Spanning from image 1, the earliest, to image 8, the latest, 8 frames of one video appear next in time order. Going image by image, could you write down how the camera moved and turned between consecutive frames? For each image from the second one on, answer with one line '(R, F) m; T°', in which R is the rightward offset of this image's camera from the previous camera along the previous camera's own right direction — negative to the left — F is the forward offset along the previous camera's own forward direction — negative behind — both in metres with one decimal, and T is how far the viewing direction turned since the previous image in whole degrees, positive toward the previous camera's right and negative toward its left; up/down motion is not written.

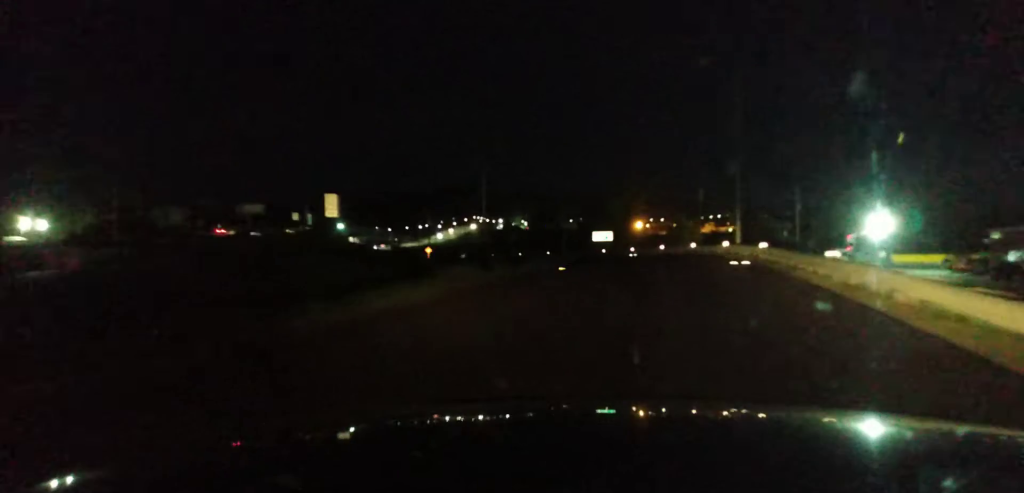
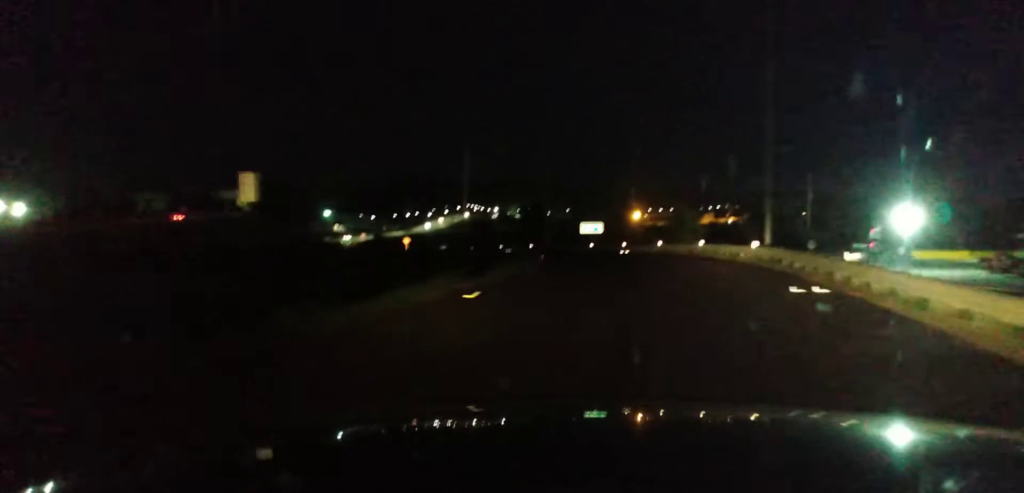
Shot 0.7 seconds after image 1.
(+0.2, +15.5) m; +1°
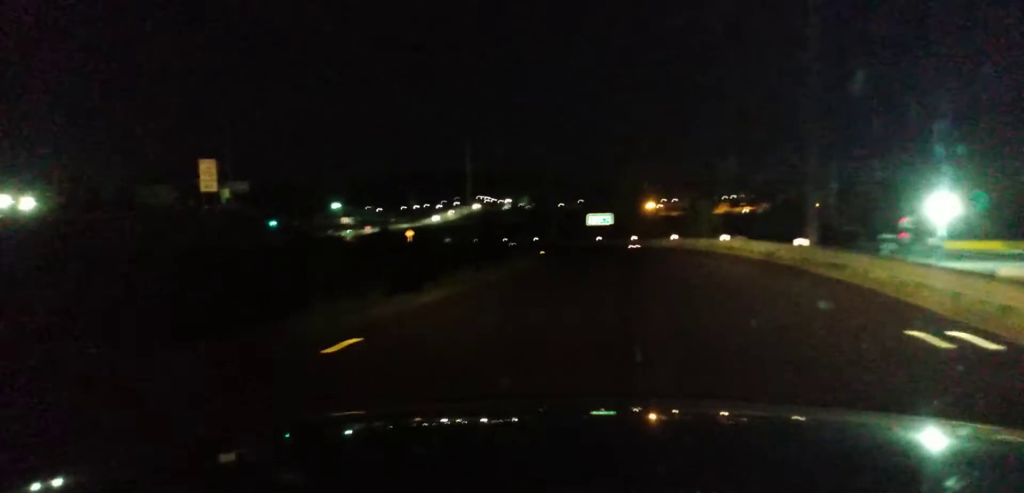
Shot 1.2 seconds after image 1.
(+0.2, +8.7) m; 0°
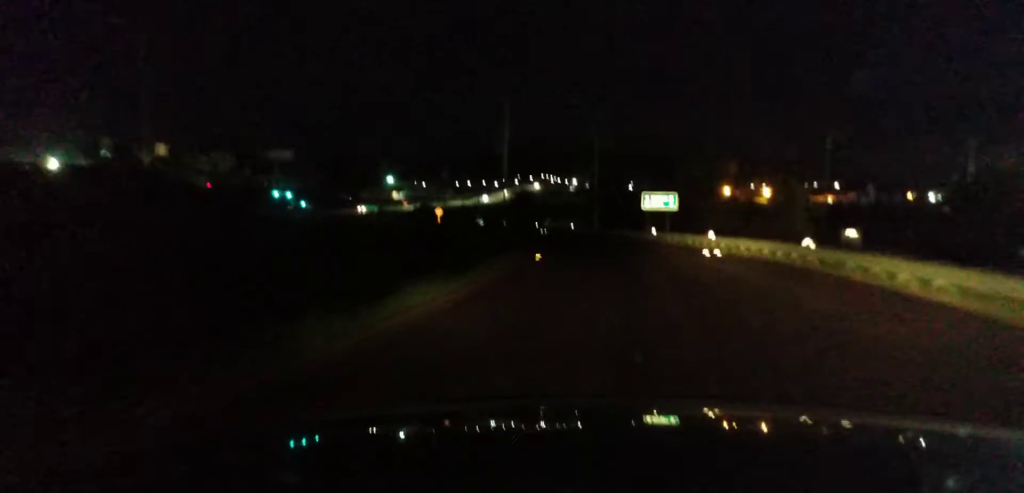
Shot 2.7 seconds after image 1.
(-0.8, +31.0) m; -5°
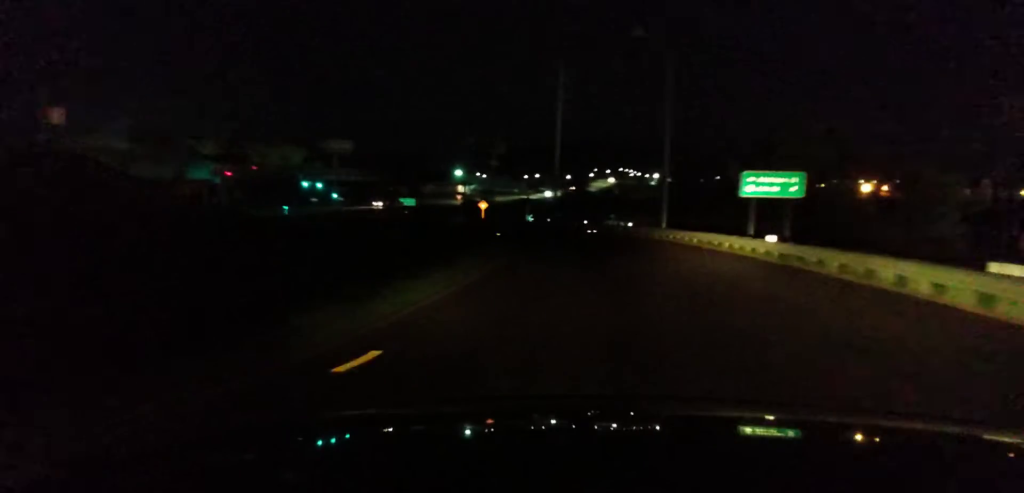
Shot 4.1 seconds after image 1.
(-1.7, +28.3) m; -7°
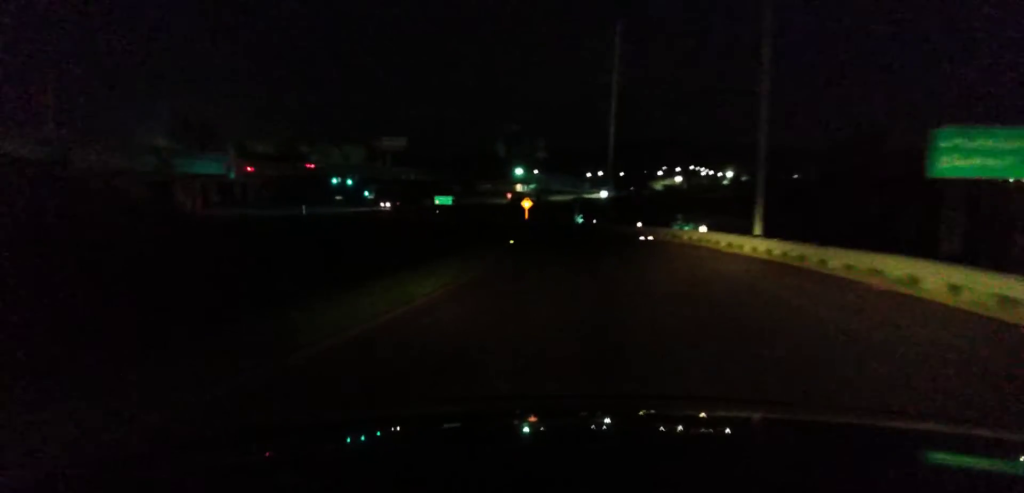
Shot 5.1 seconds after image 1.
(-0.9, +19.7) m; -5°
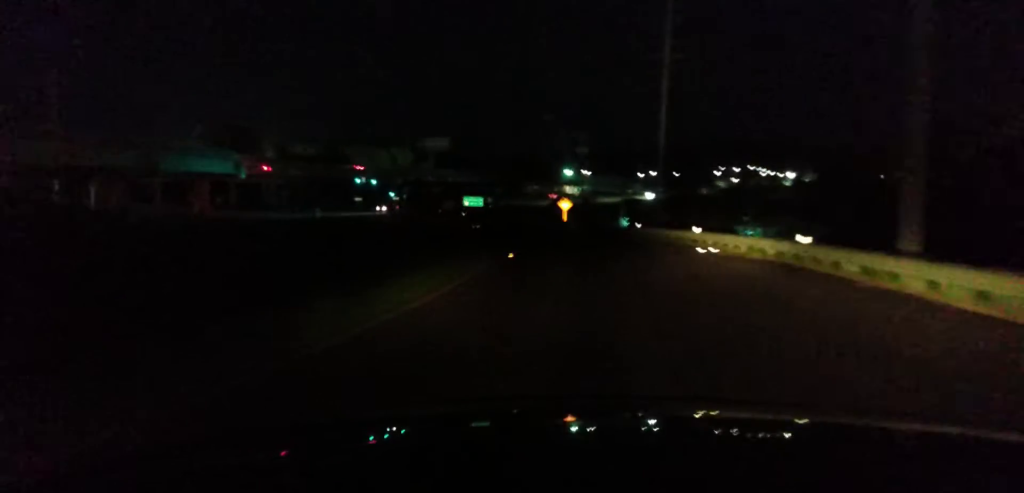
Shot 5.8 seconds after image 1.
(-0.4, +13.4) m; -4°
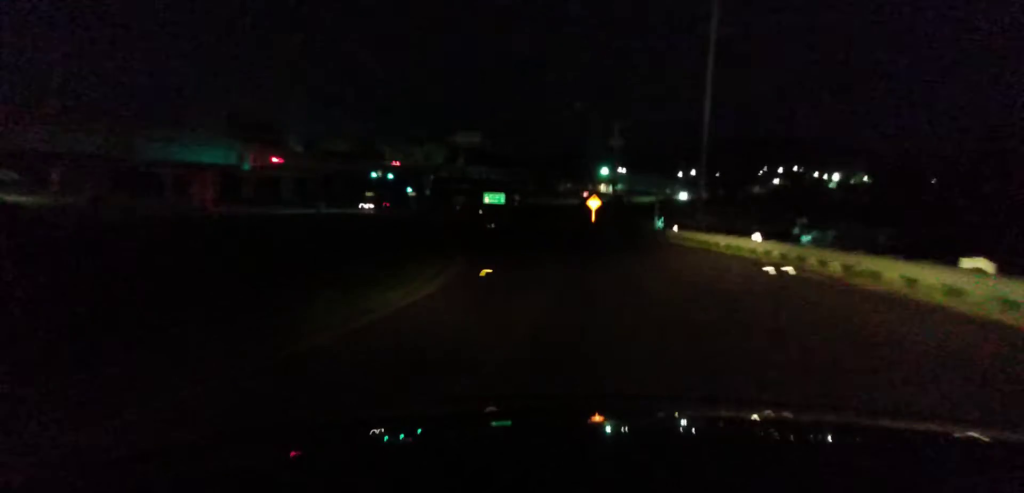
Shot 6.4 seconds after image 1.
(-0.3, +11.2) m; -3°
